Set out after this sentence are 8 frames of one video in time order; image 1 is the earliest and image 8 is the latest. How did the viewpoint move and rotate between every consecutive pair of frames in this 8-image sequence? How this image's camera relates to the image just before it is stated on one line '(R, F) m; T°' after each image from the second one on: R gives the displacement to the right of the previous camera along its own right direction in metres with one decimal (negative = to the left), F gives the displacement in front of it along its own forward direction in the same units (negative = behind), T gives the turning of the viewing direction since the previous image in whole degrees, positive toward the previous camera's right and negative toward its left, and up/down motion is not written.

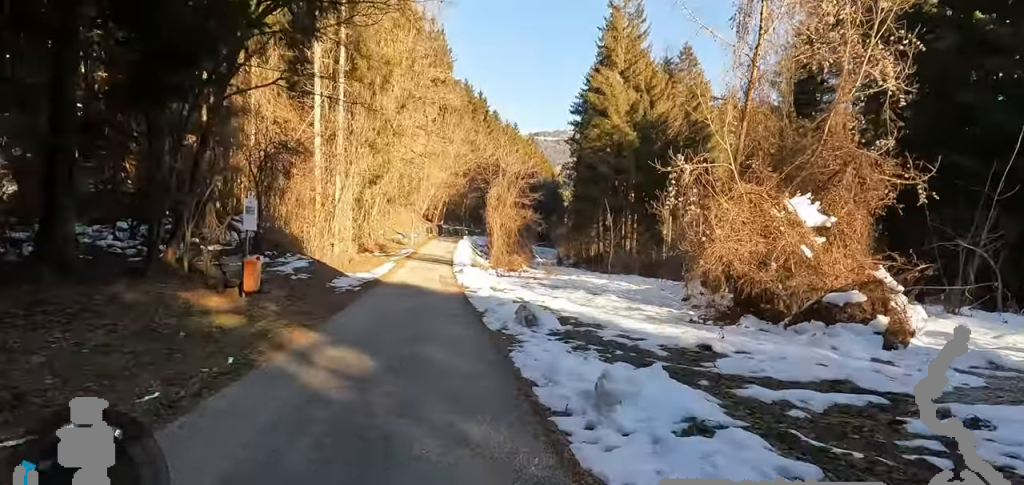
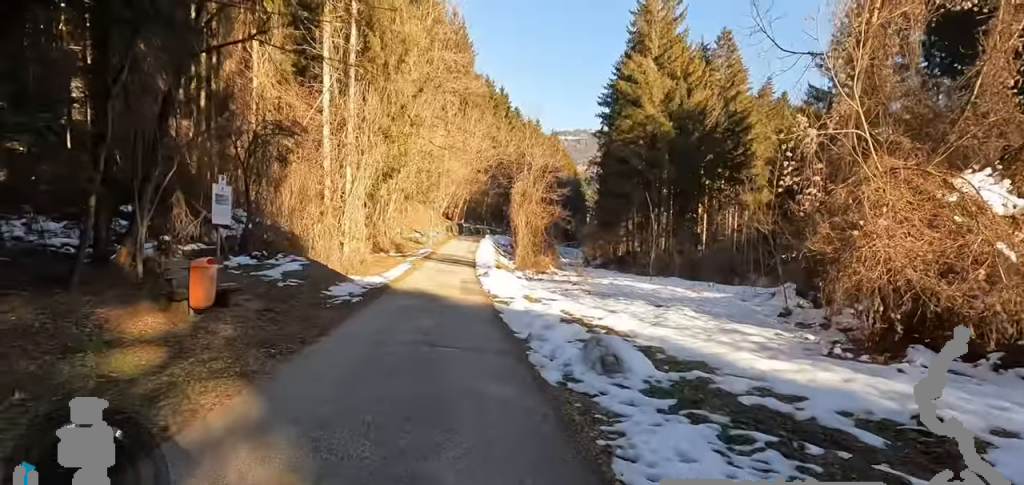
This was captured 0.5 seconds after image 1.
(+0.5, +2.7) m; -2°
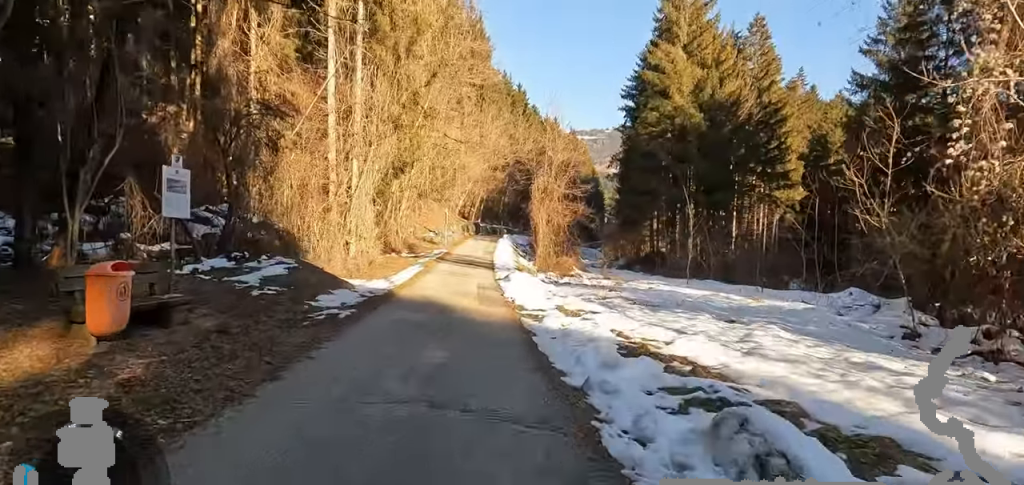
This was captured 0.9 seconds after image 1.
(+0.3, +2.2) m; -2°
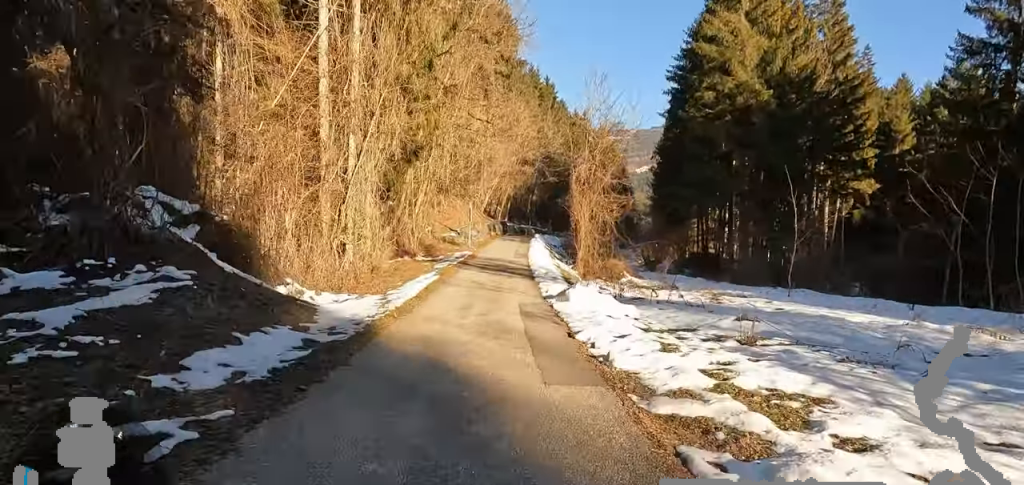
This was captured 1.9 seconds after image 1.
(-1.2, +5.3) m; -11°
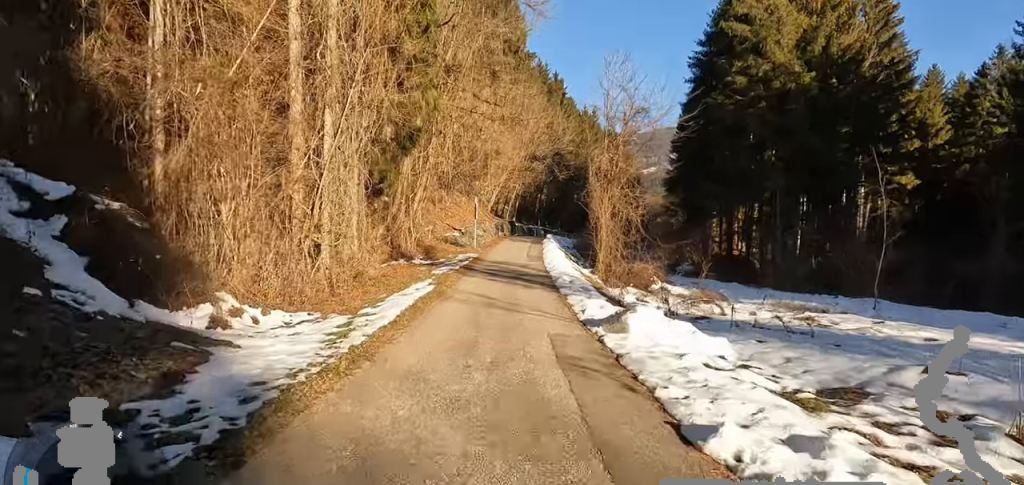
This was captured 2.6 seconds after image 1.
(+0.1, +3.6) m; +3°
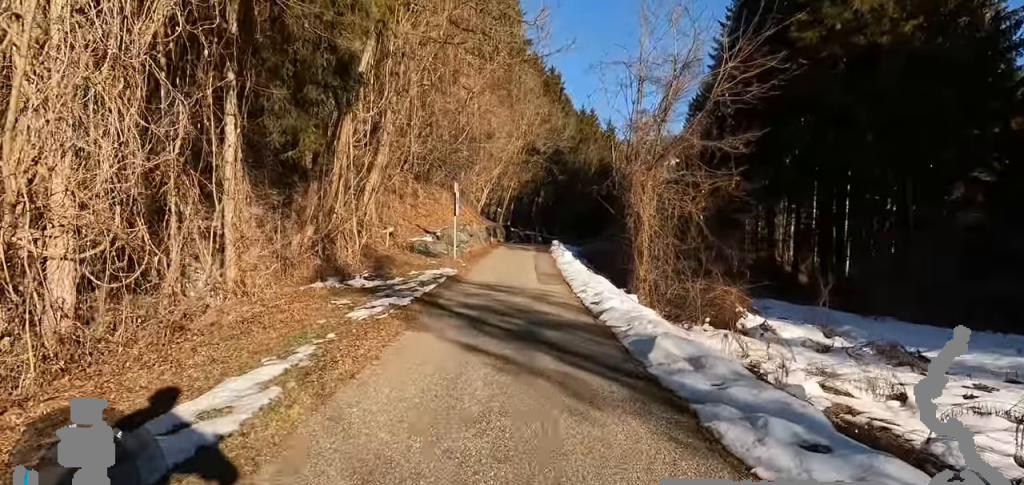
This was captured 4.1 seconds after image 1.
(+0.3, +9.0) m; -3°
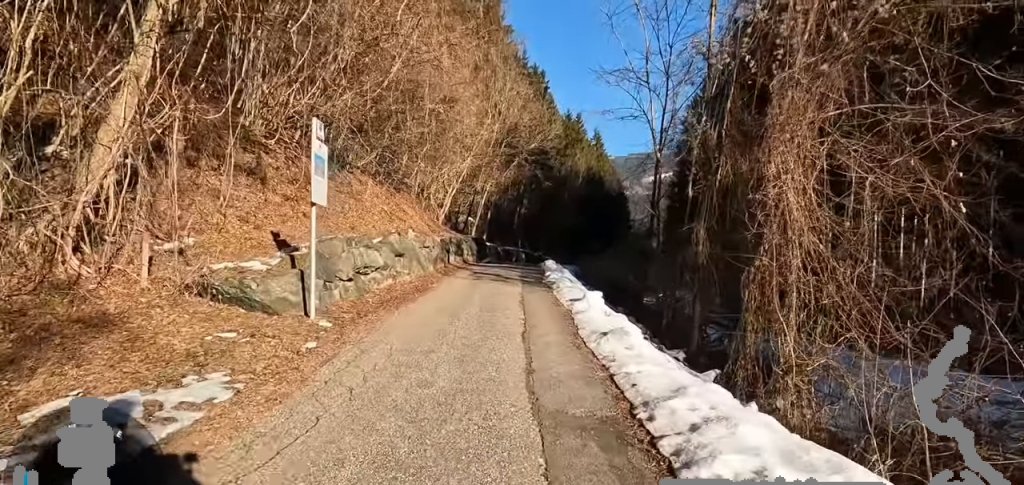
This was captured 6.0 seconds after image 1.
(-1.4, +11.3) m; -7°
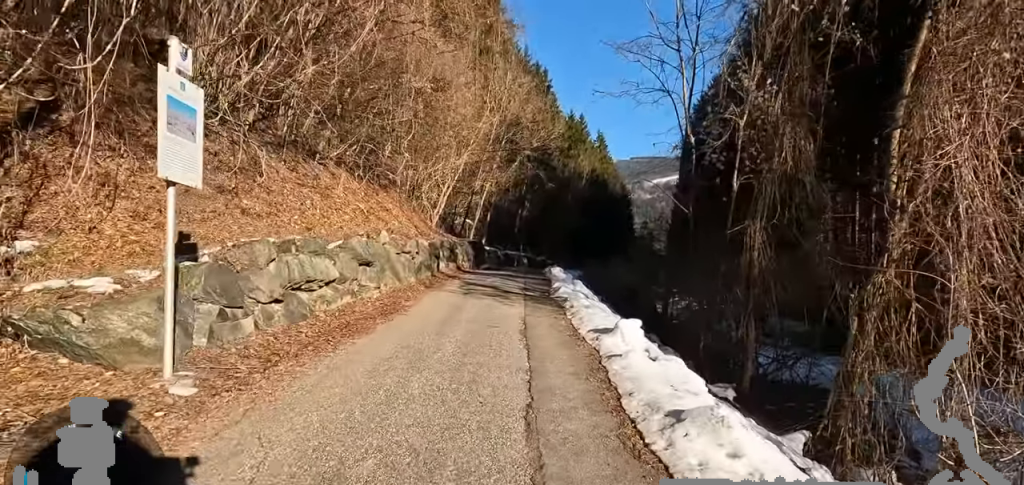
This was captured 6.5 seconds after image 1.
(+0.1, +2.8) m; +2°
